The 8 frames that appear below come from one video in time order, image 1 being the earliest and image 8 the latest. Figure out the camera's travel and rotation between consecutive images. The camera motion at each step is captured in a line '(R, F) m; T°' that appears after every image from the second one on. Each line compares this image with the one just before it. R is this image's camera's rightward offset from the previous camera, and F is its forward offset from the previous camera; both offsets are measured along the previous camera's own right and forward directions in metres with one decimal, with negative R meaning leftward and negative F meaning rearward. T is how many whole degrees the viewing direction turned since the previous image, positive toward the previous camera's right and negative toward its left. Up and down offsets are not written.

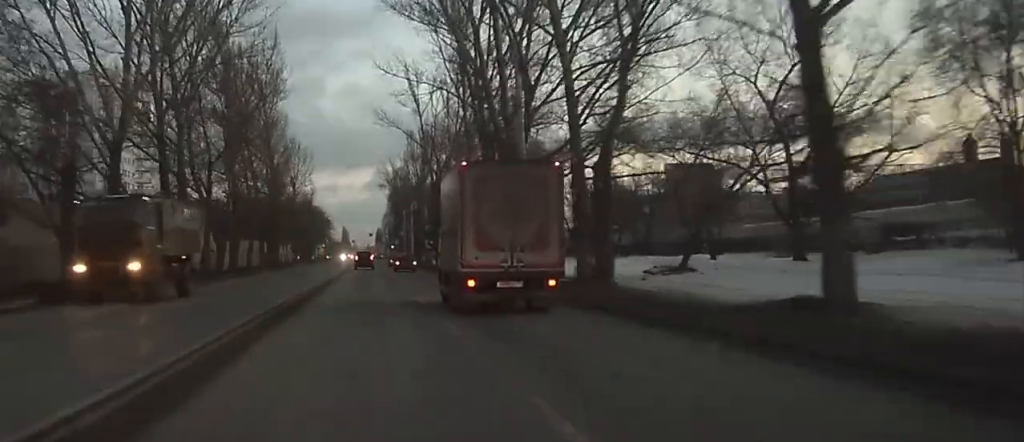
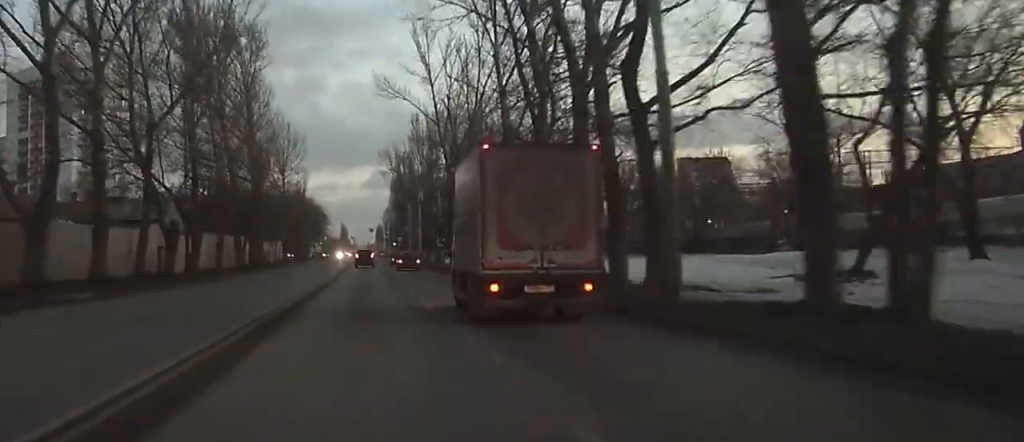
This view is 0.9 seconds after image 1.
(0.0, +17.5) m; 0°
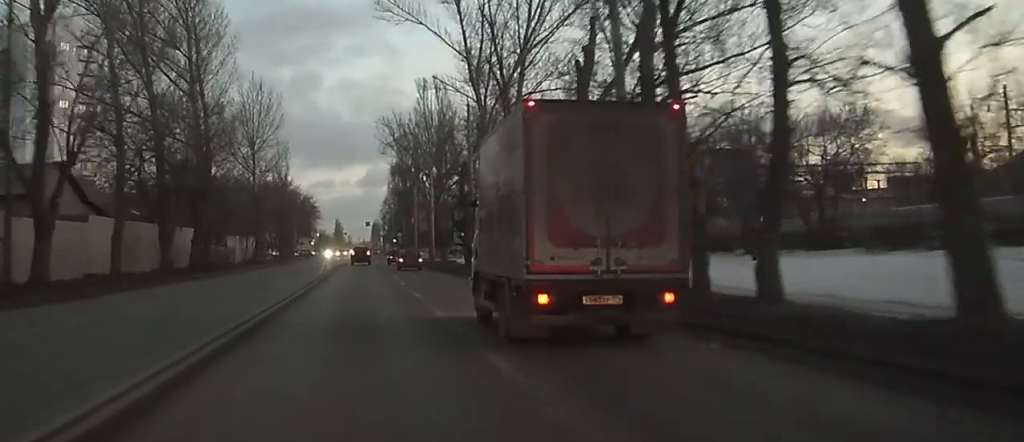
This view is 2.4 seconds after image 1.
(0.0, +27.2) m; 0°
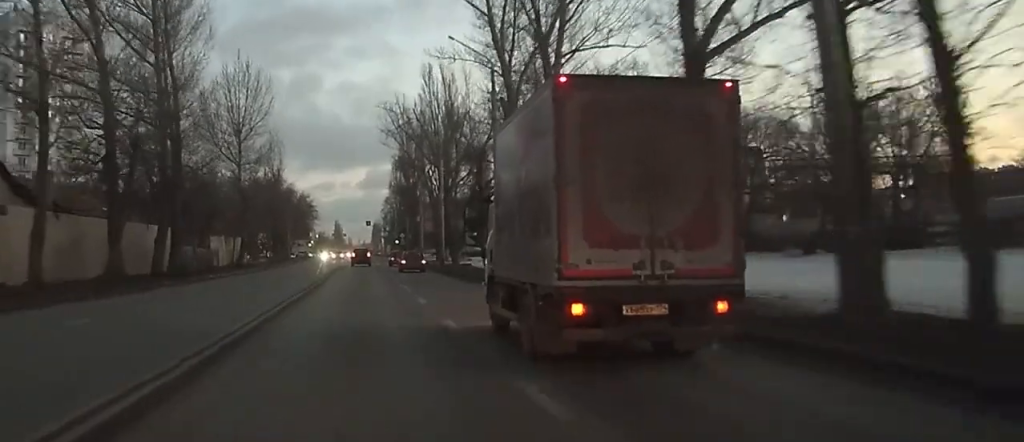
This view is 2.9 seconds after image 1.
(0.0, +10.2) m; 0°
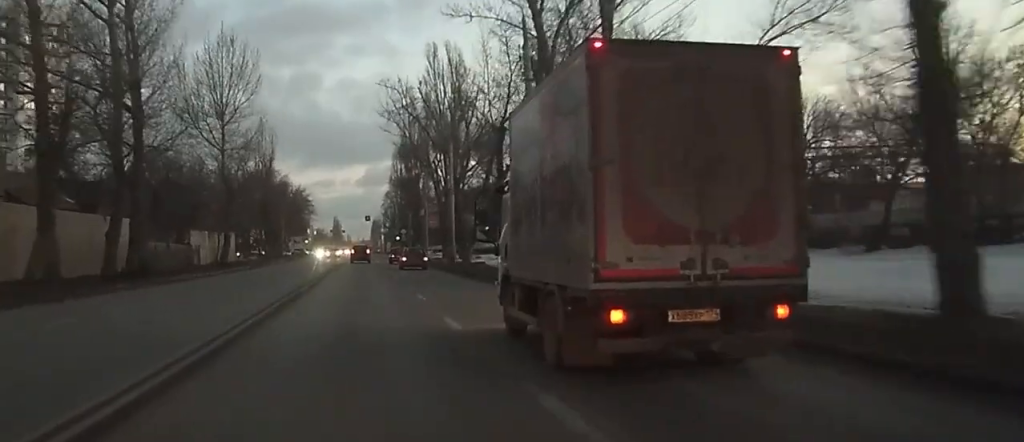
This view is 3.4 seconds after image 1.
(0.0, +9.0) m; 0°
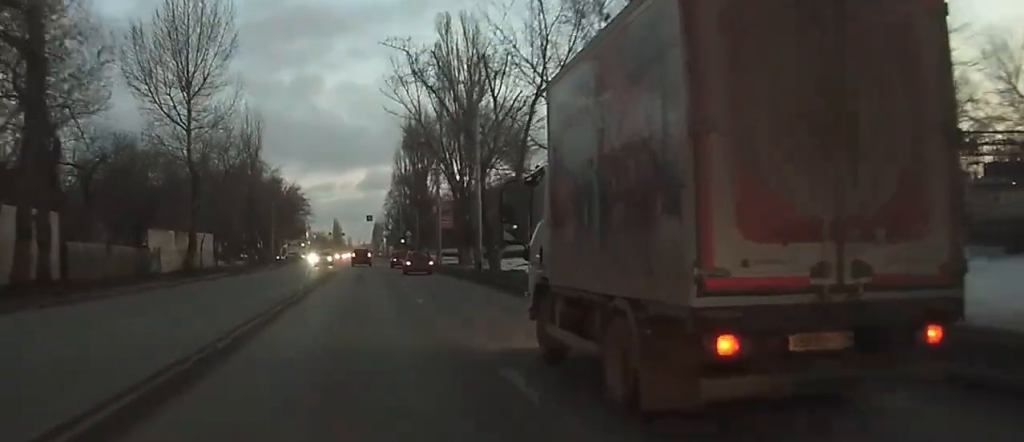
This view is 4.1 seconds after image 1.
(+0.1, +14.1) m; 0°
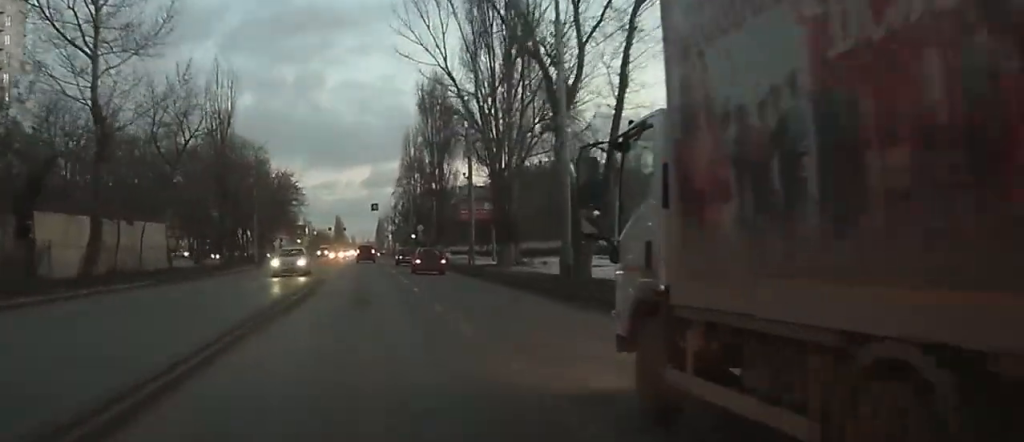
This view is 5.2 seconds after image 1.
(0.0, +20.7) m; -1°
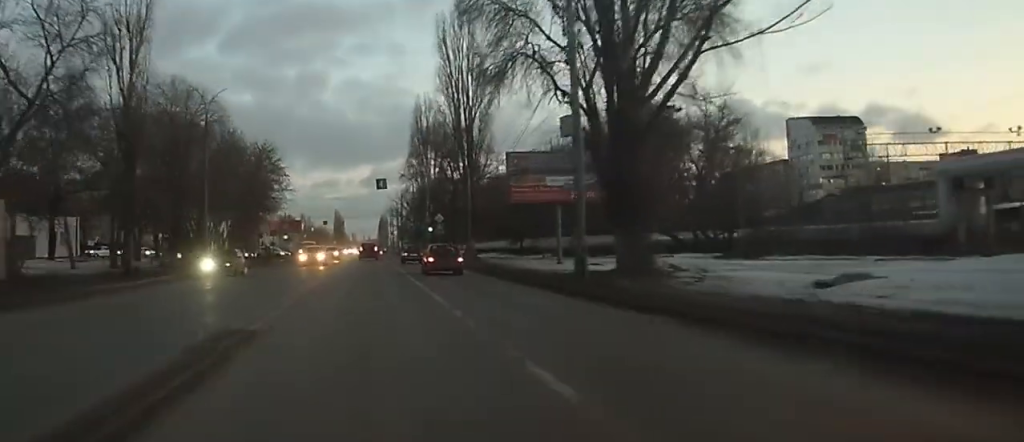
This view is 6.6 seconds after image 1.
(-0.4, +27.7) m; -1°
